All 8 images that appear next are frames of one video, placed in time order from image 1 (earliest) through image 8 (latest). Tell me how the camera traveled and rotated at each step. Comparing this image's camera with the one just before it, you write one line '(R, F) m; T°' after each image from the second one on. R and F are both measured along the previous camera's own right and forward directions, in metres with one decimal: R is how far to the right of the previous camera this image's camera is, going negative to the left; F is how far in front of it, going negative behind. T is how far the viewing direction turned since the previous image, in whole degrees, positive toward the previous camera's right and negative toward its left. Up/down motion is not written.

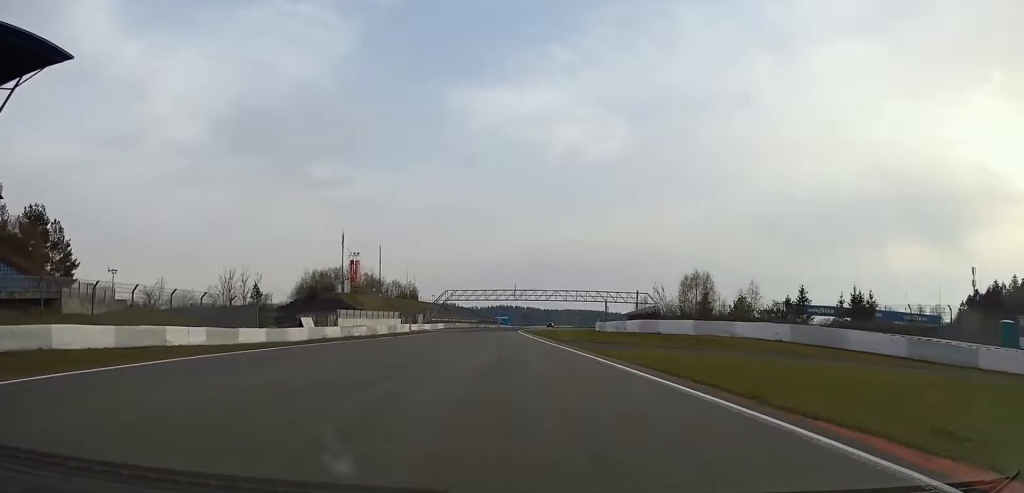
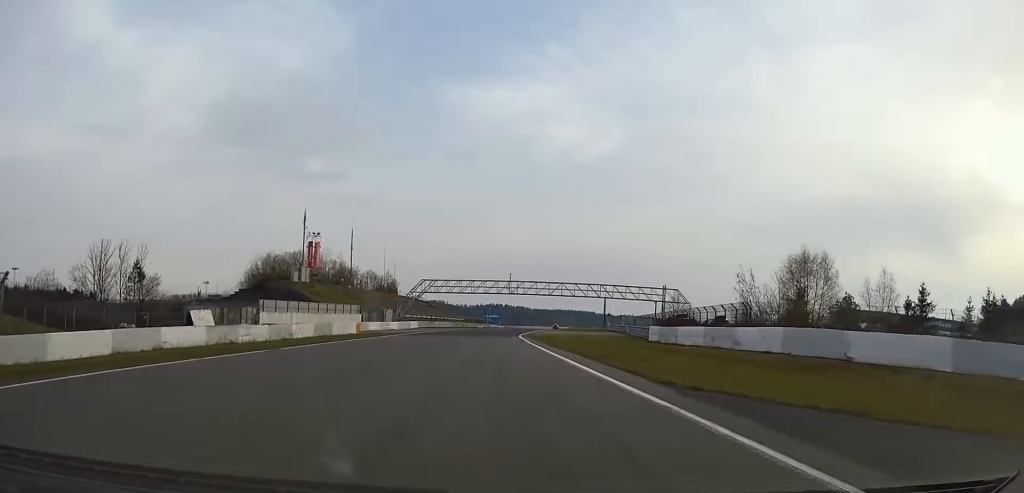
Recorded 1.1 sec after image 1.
(0.0, +29.9) m; 0°
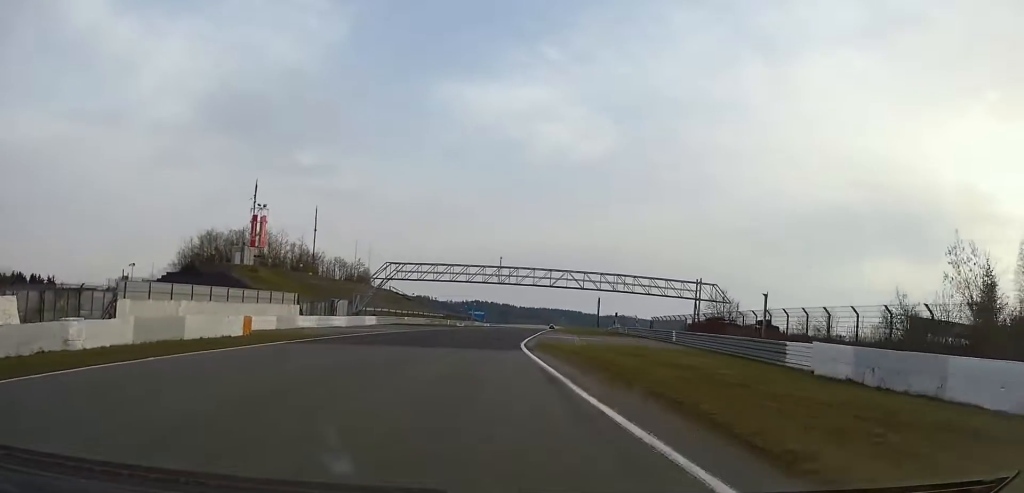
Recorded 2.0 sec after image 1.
(0.0, +25.7) m; +1°
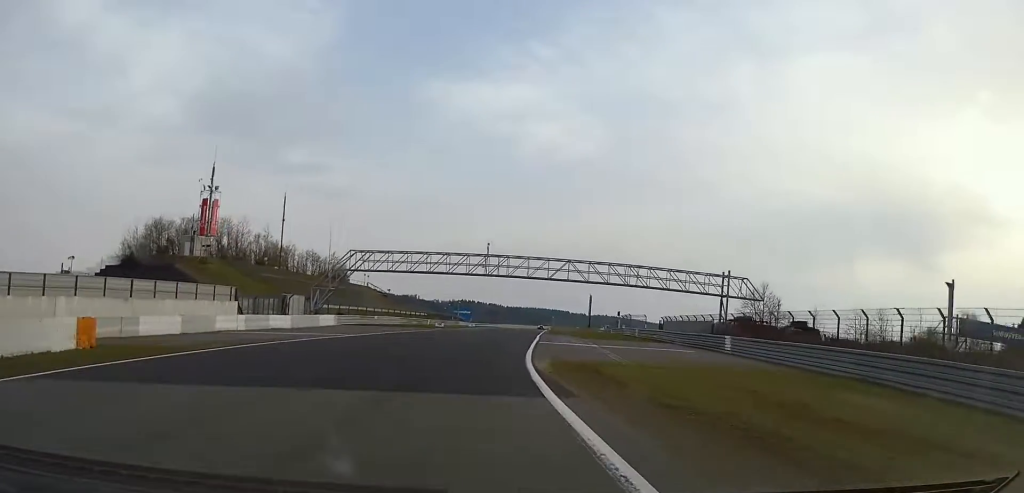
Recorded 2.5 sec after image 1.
(+0.1, +14.8) m; +1°
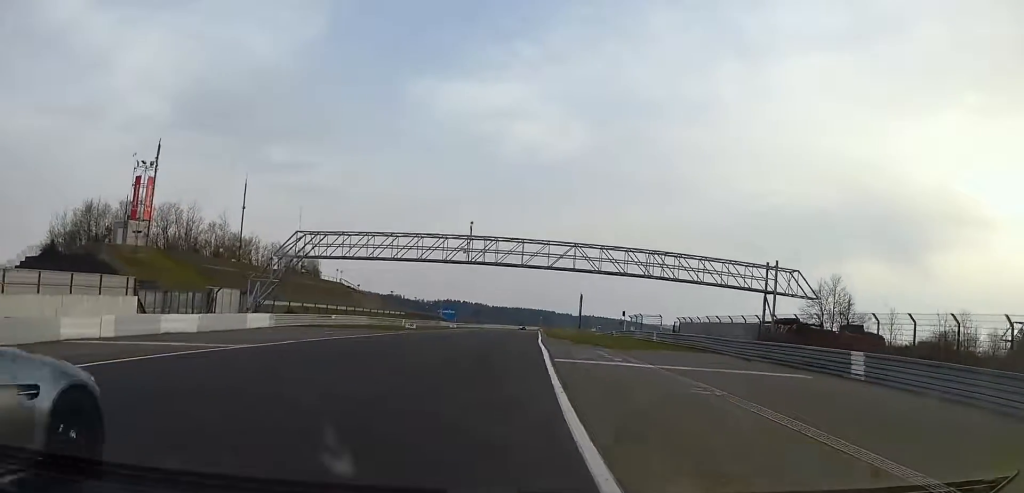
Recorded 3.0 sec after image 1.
(0.0, +15.4) m; +1°
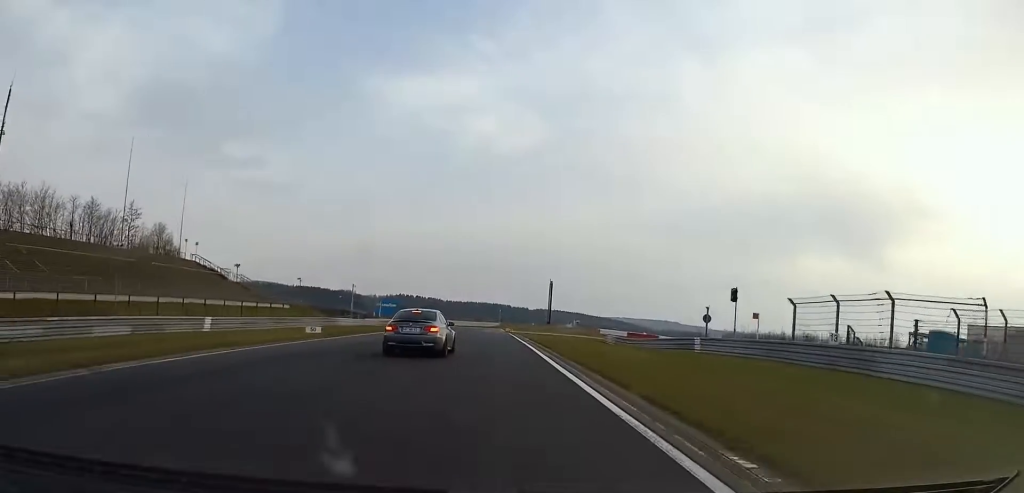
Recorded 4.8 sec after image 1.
(+2.4, +58.4) m; +4°
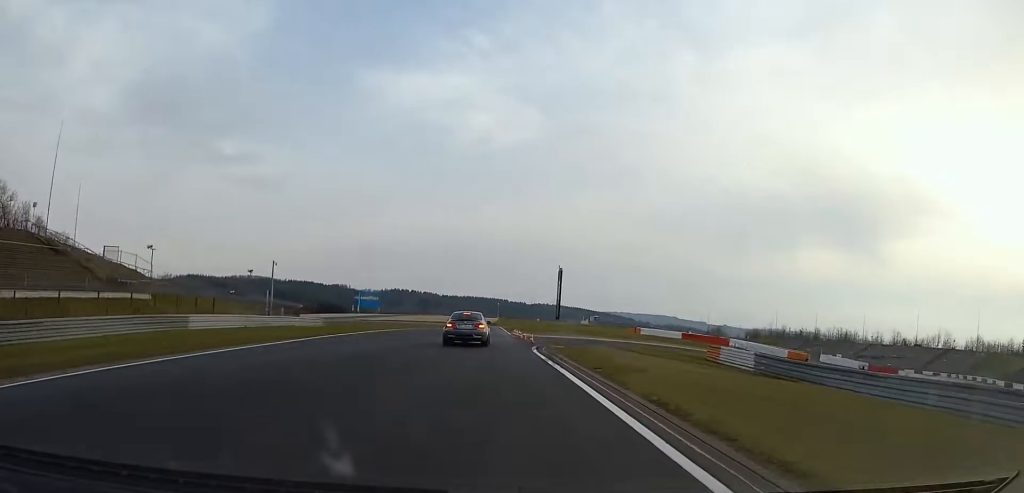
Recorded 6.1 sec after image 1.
(+0.6, +40.8) m; +1°
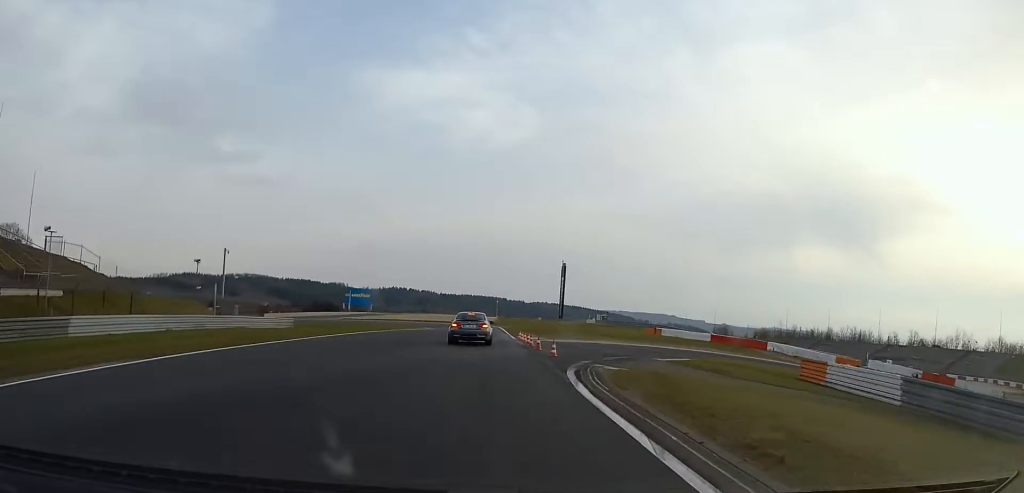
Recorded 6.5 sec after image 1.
(0.0, +13.3) m; 0°
